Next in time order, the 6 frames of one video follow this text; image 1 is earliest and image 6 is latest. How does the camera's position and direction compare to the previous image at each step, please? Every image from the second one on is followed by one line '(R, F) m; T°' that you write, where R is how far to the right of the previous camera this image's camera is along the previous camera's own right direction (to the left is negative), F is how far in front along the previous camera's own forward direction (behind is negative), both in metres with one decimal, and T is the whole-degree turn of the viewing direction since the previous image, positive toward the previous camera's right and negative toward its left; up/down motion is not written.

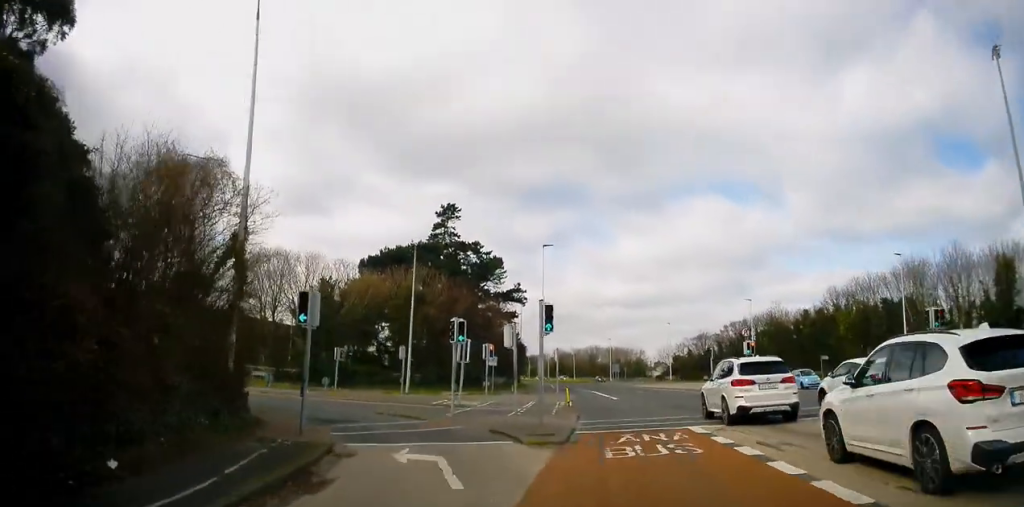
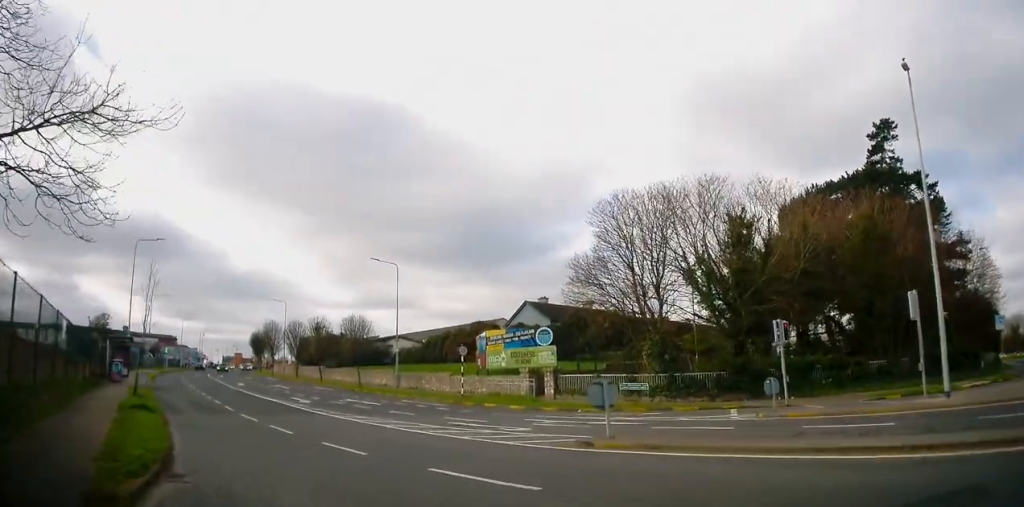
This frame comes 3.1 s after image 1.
(-0.9, +29.3) m; -28°
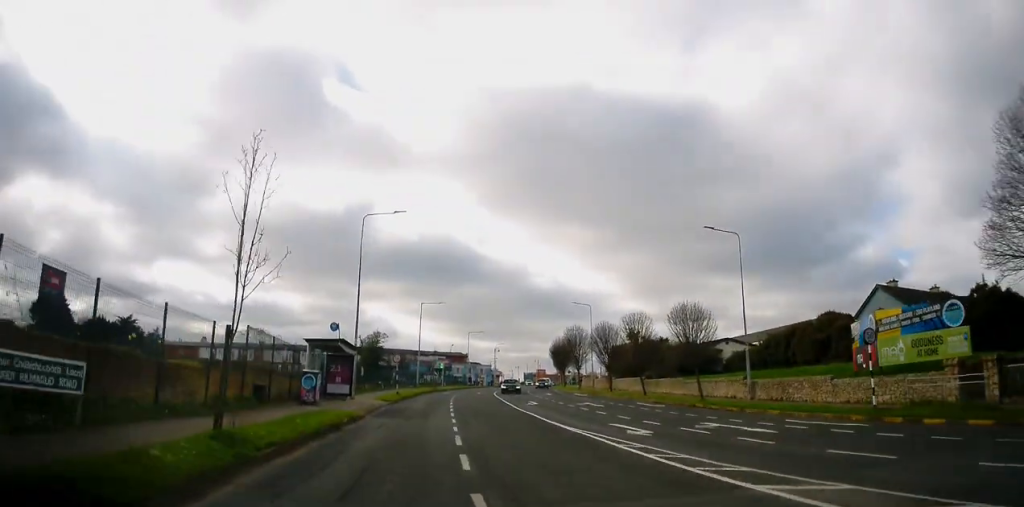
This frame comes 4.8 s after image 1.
(-8.3, +7.7) m; -46°
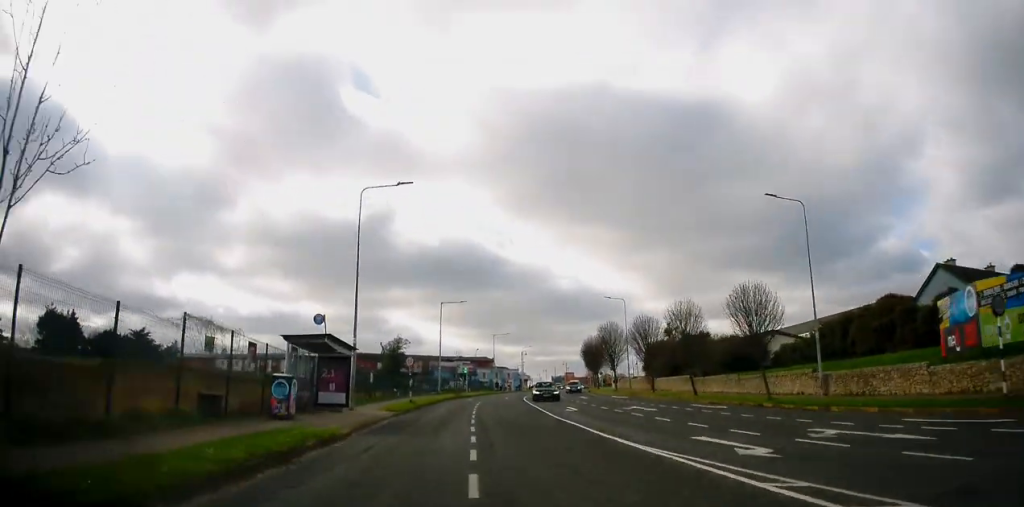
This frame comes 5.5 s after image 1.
(+0.3, +5.4) m; +2°
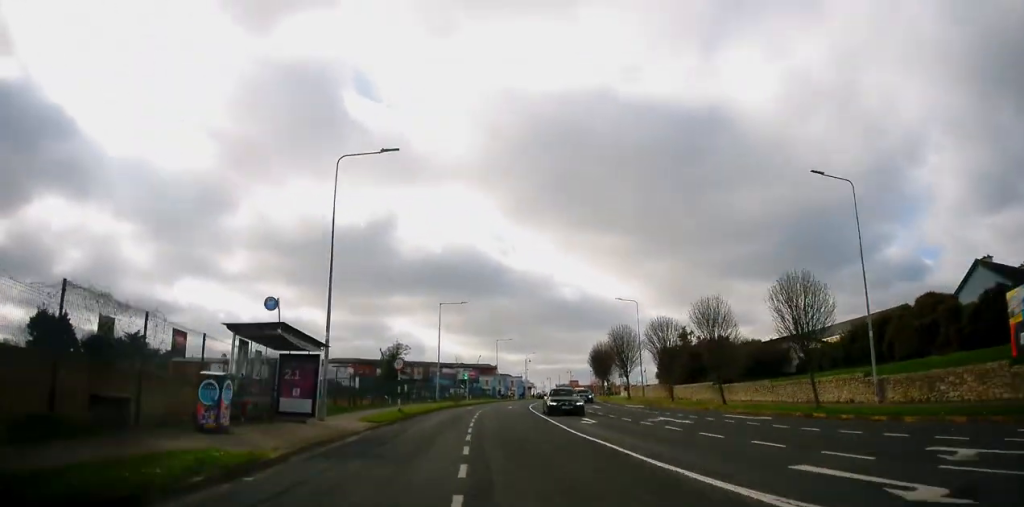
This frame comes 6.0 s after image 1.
(+0.1, +4.1) m; -2°
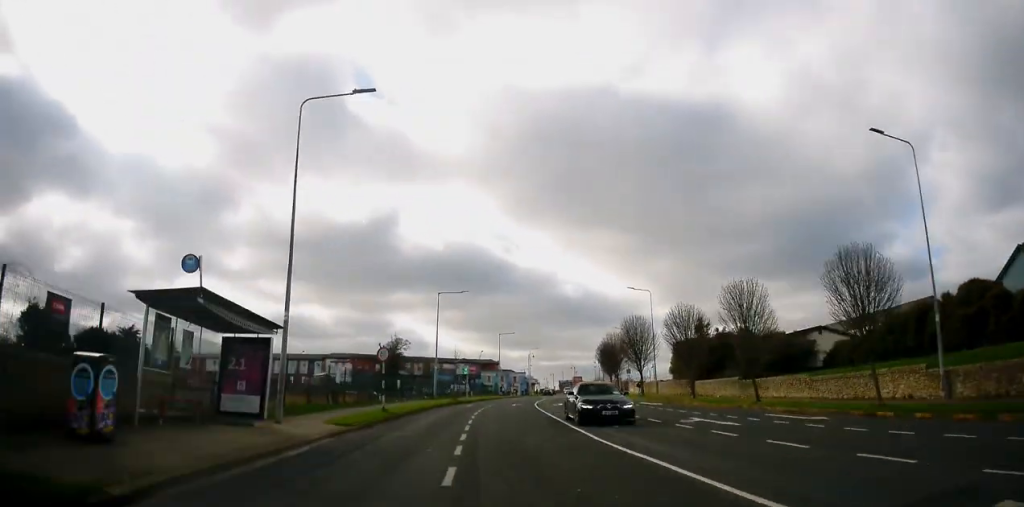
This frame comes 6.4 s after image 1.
(-0.1, +4.3) m; -1°
